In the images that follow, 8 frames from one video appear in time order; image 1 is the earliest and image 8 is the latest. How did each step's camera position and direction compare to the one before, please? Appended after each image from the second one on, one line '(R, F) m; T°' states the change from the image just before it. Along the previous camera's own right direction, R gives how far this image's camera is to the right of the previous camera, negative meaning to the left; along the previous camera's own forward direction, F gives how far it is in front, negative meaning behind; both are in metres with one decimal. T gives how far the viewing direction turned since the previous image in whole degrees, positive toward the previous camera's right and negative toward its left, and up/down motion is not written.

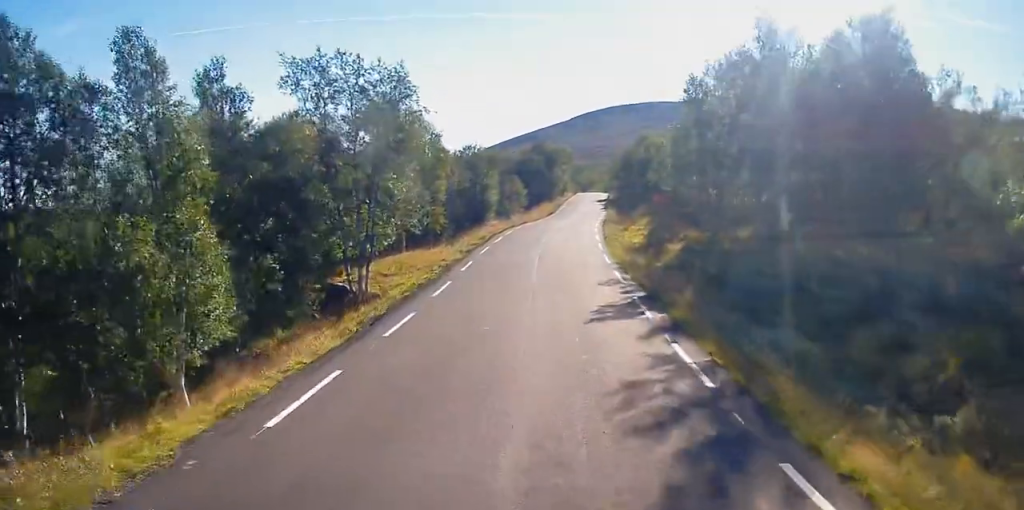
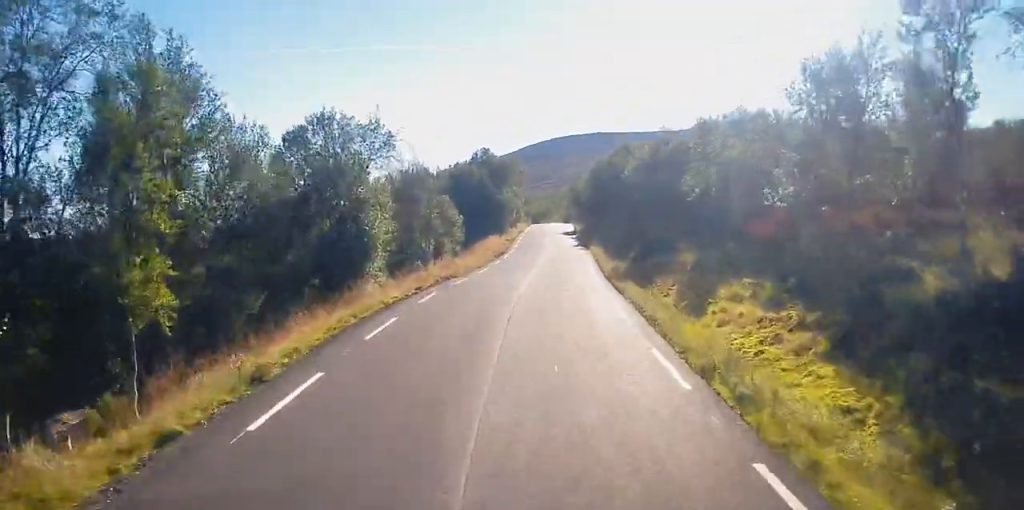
(+1.8, +29.7) m; +6°
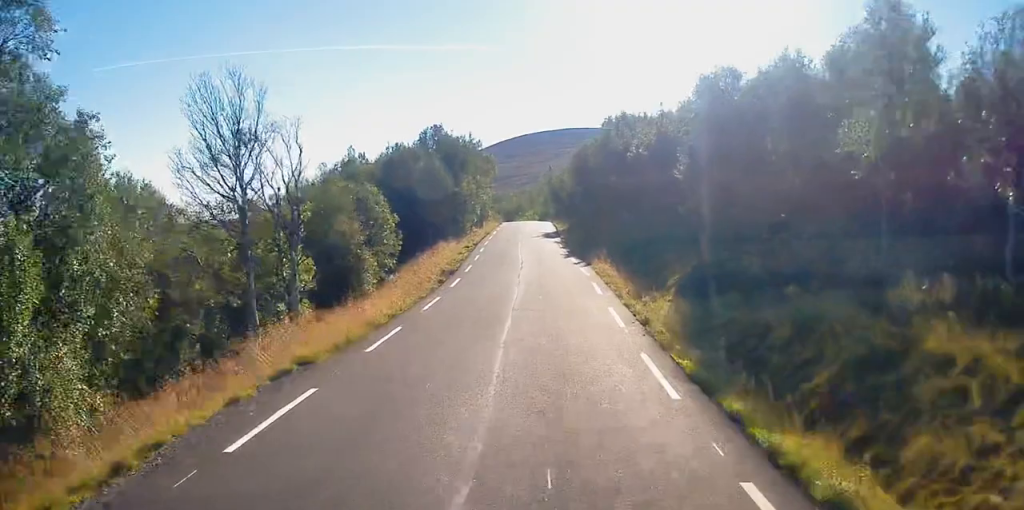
(-0.2, +18.3) m; 0°
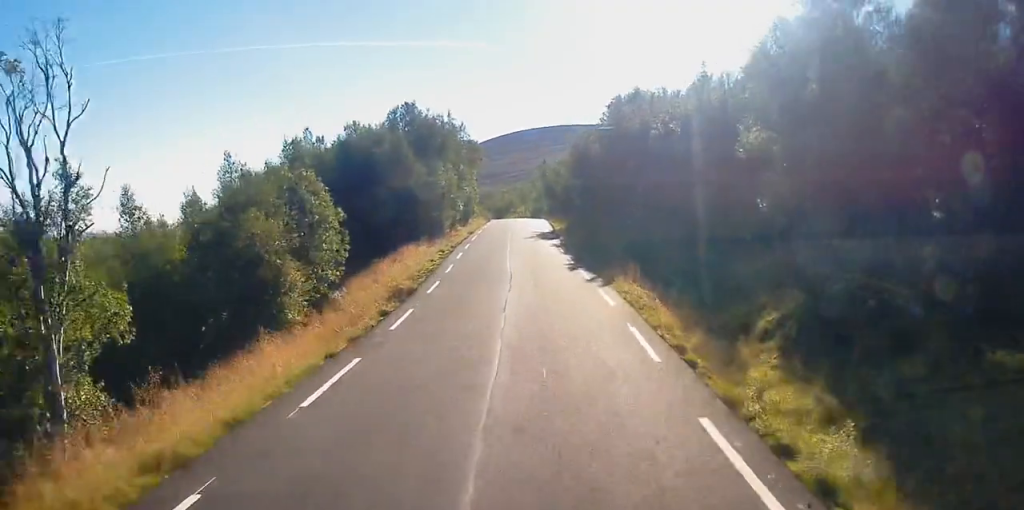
(+0.2, +10.2) m; +1°
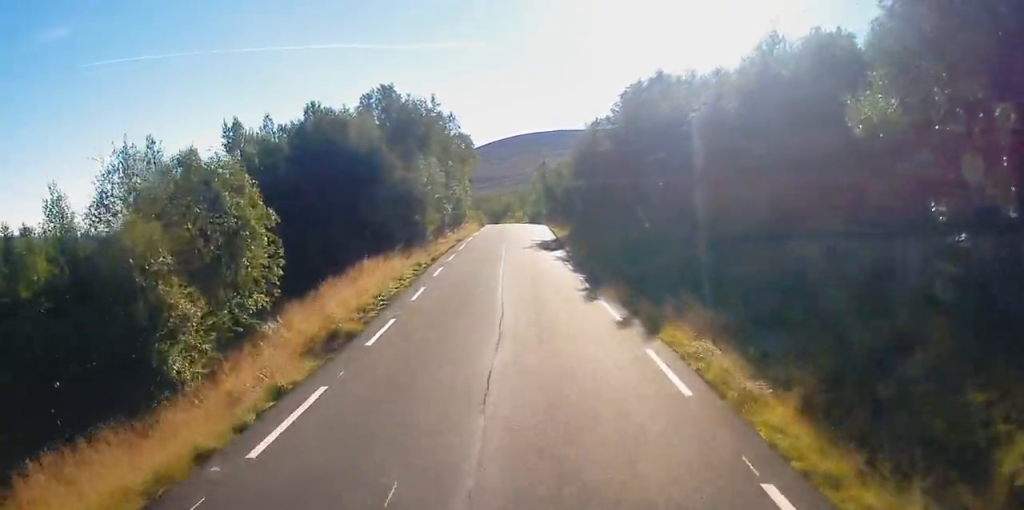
(+0.2, +8.0) m; +1°
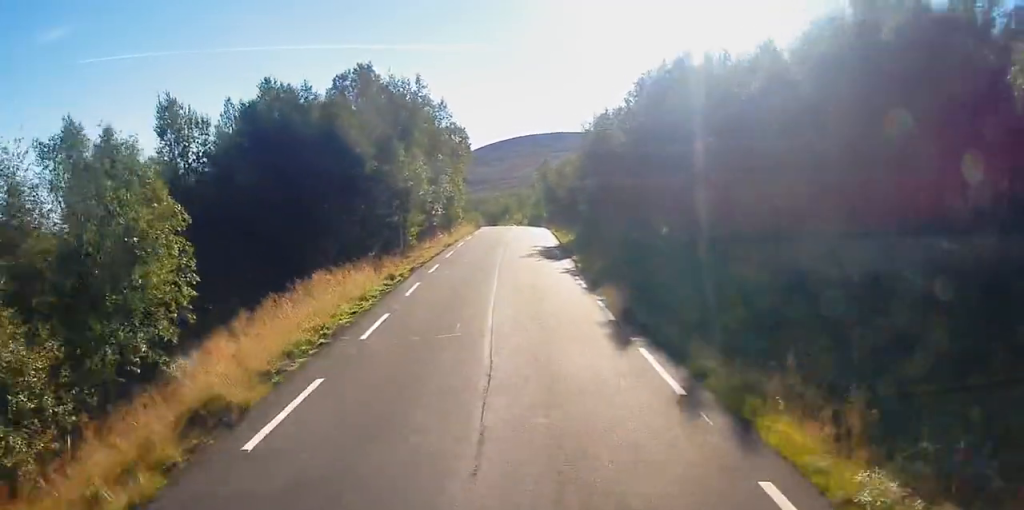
(0.0, +5.8) m; -1°
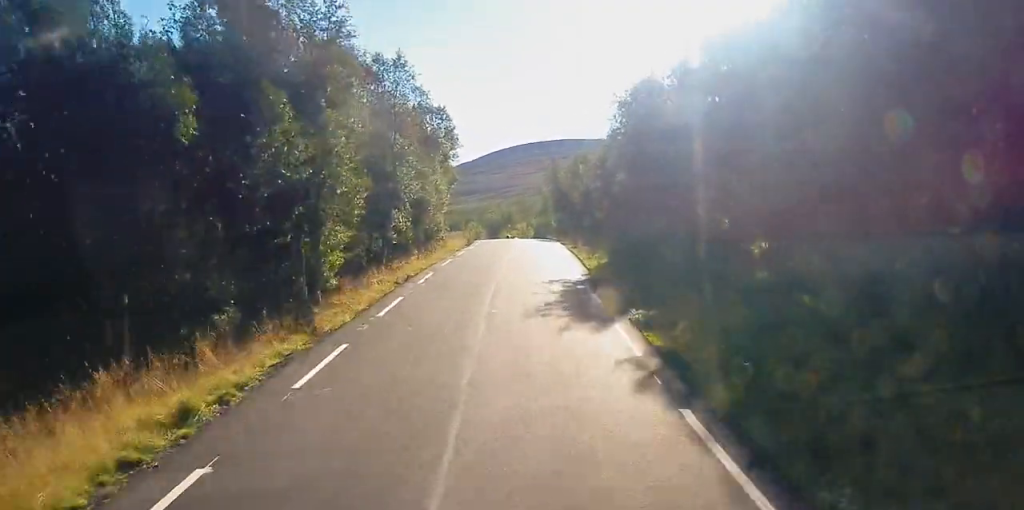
(-0.2, +15.3) m; -2°
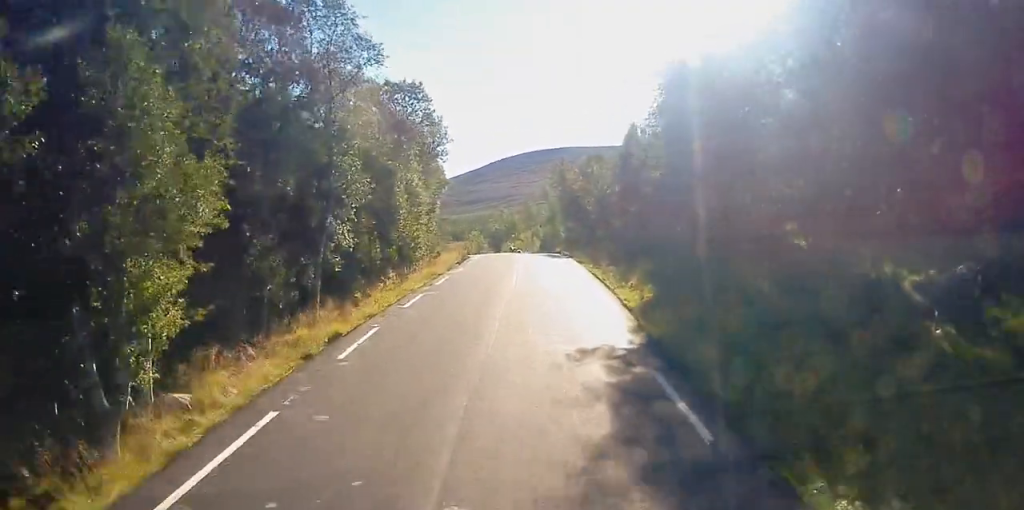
(-0.1, +10.0) m; +1°
